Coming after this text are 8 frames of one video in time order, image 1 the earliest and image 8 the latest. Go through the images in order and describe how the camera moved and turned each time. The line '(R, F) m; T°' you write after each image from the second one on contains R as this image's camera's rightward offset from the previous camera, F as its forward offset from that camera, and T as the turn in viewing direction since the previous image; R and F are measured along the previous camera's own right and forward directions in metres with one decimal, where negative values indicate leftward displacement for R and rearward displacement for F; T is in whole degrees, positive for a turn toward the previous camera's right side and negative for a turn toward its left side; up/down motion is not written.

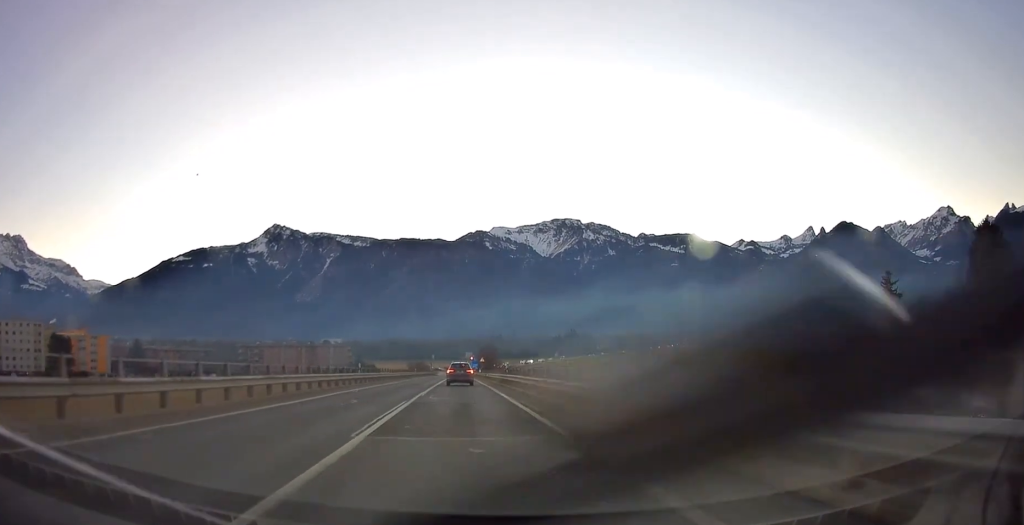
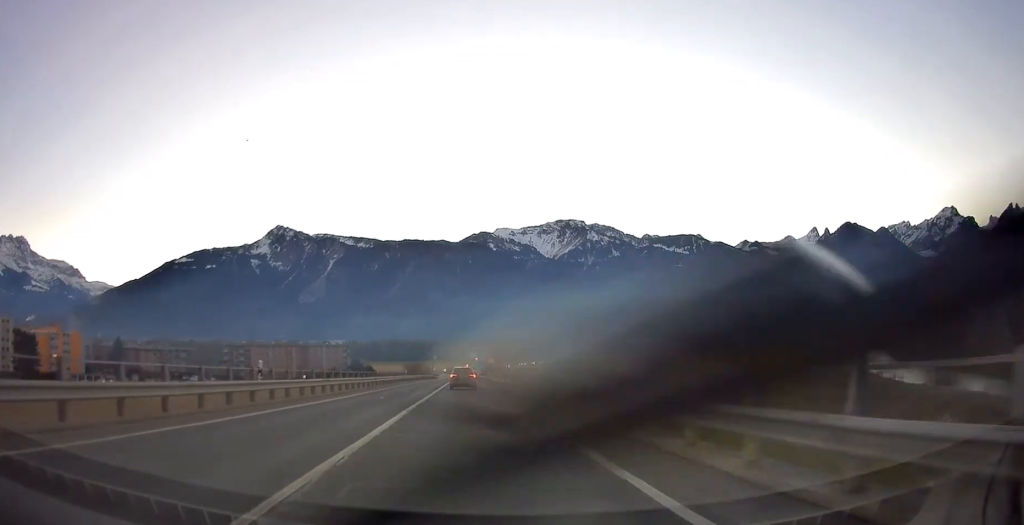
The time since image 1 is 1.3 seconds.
(+0.1, +19.6) m; -1°
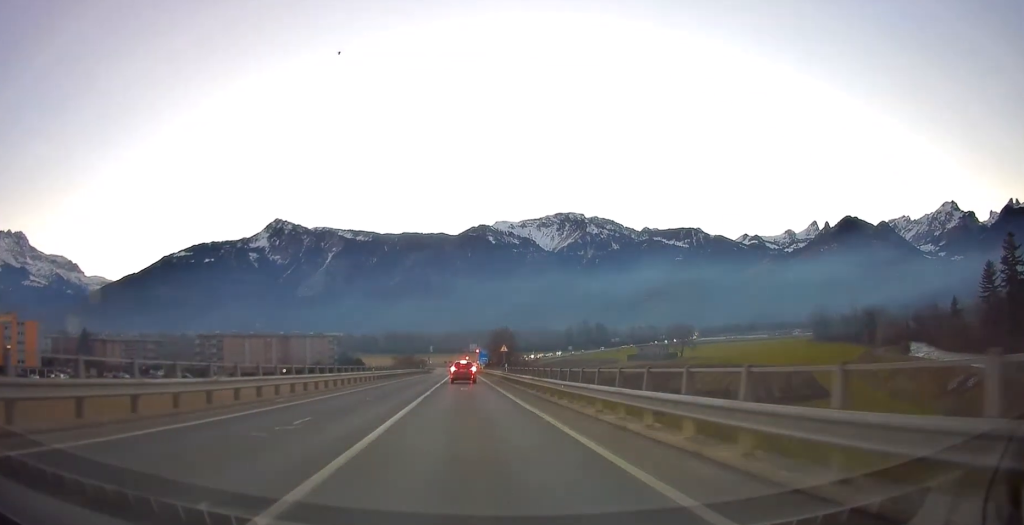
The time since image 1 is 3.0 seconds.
(-0.1, +25.6) m; 0°
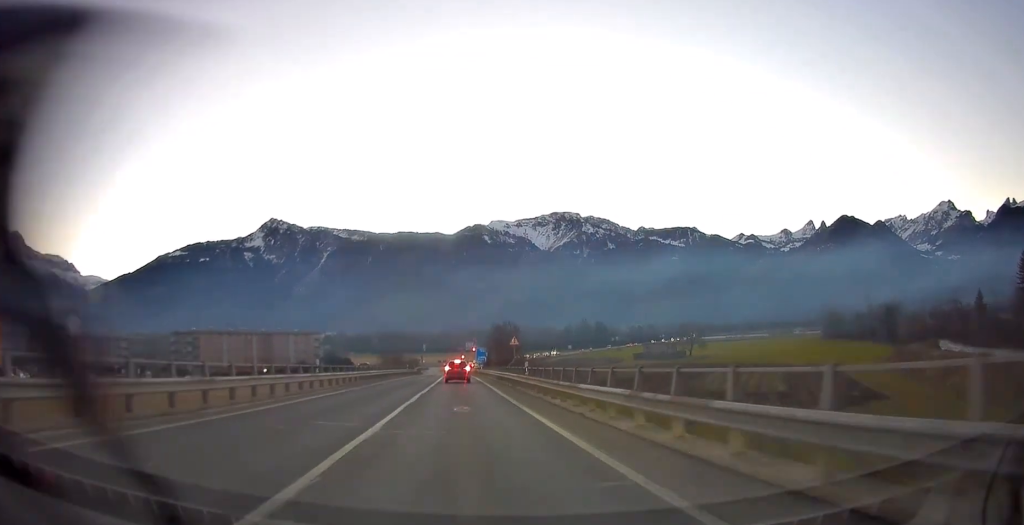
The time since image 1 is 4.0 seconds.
(0.0, +15.3) m; 0°
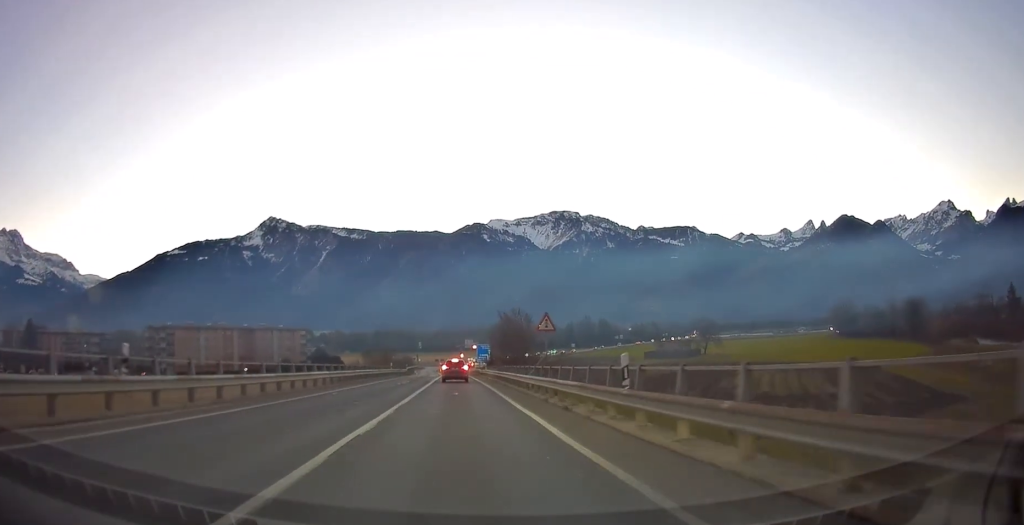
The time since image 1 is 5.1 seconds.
(0.0, +16.5) m; 0°
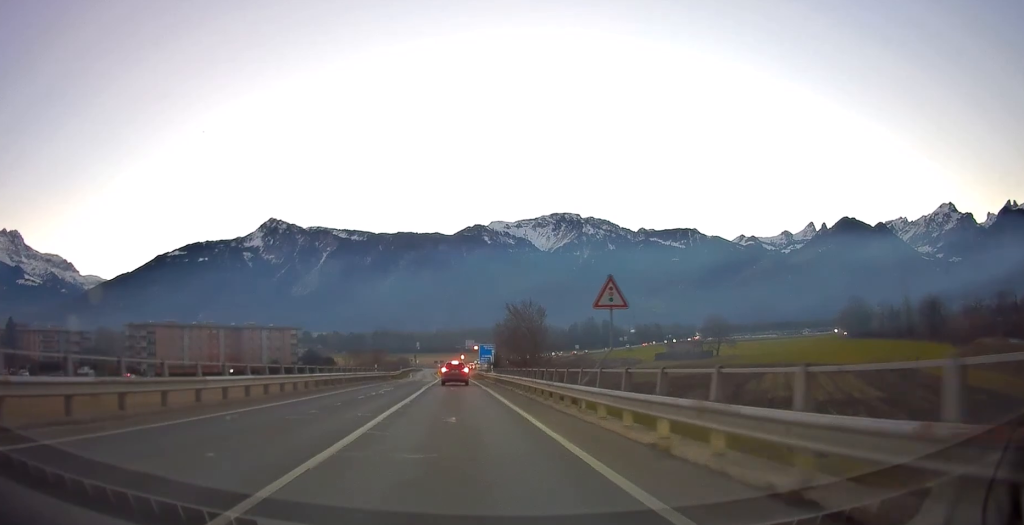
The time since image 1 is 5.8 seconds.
(+0.1, +10.9) m; 0°
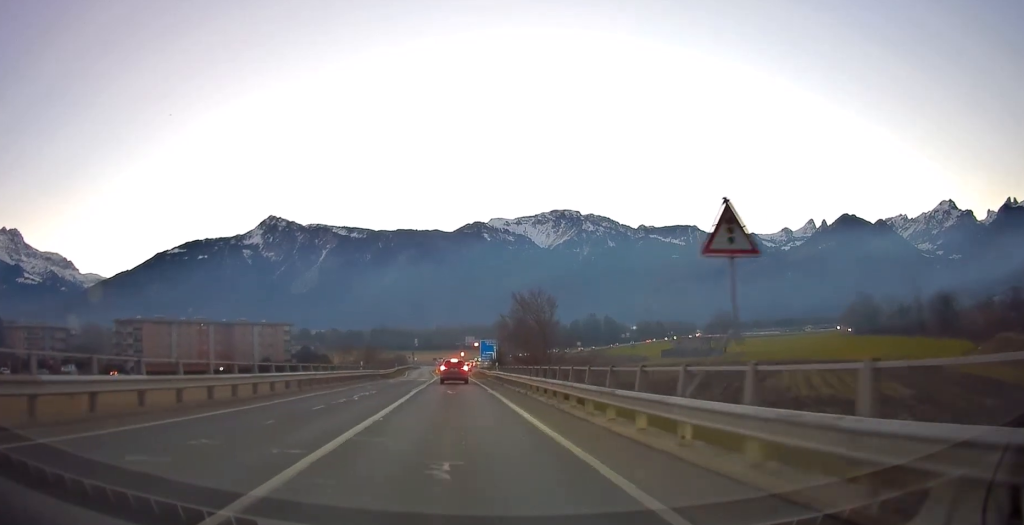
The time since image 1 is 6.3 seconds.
(+0.1, +7.3) m; 0°
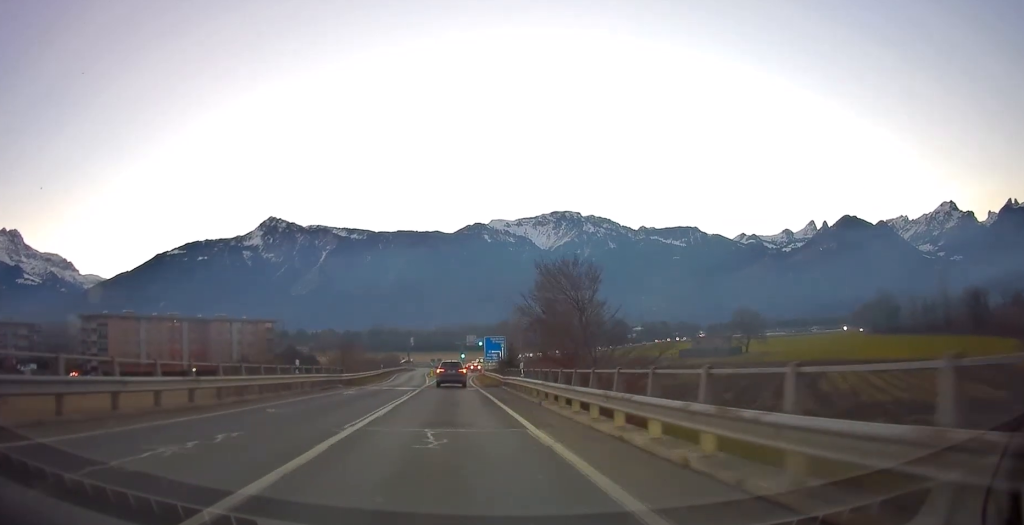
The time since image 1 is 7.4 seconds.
(-0.1, +17.3) m; 0°
